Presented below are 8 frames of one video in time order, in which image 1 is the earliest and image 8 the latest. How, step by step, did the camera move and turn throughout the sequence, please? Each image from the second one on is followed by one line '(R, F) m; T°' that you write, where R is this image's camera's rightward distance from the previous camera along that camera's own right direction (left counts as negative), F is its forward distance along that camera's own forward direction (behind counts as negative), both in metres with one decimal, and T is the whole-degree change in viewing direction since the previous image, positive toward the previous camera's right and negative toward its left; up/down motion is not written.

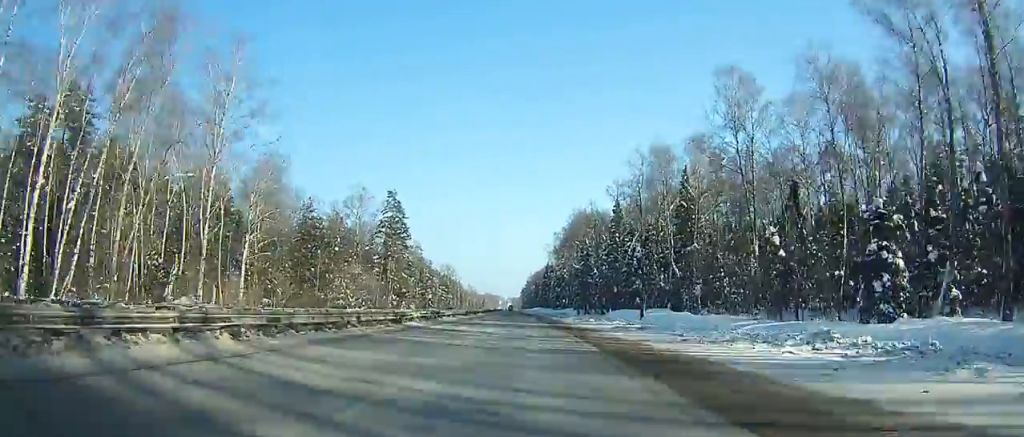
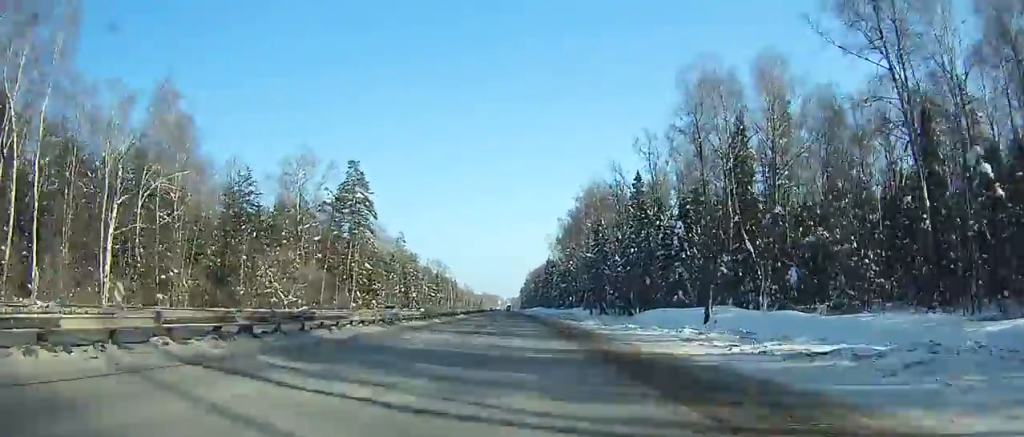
(0.0, +29.6) m; +3°
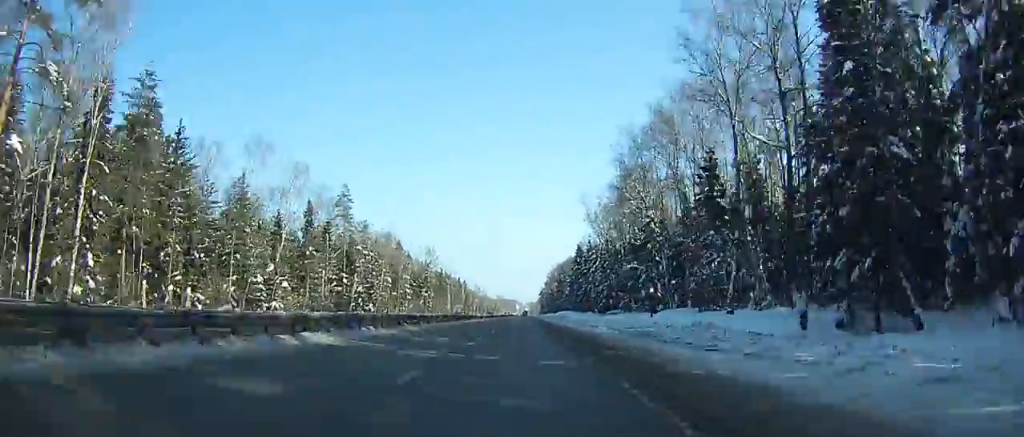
(+6.1, +76.2) m; 0°
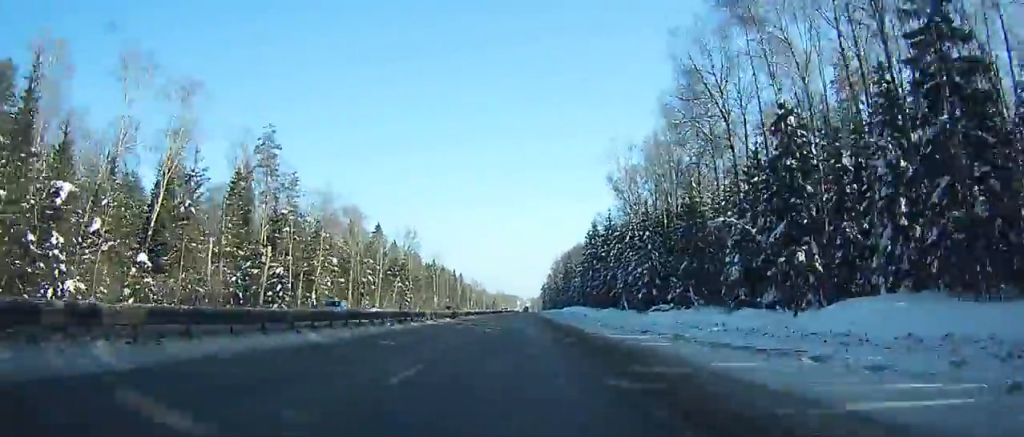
(+6.6, +35.2) m; -5°
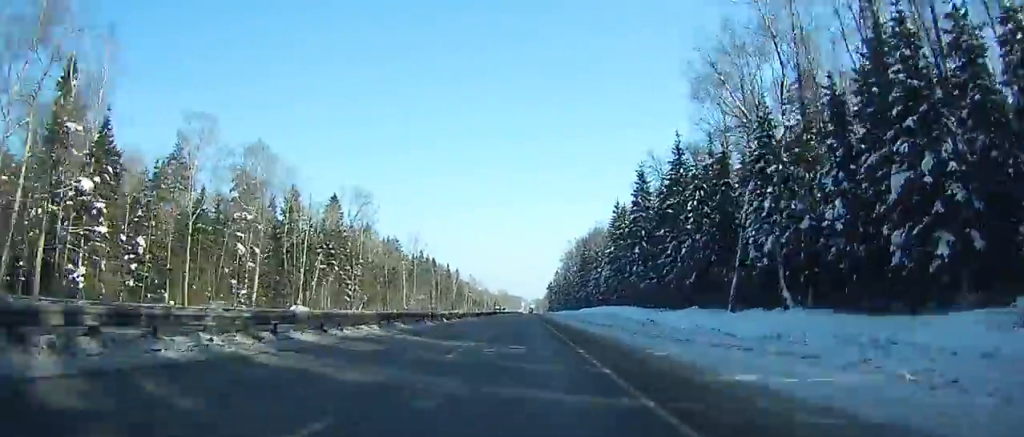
(-17.5, +54.0) m; -8°
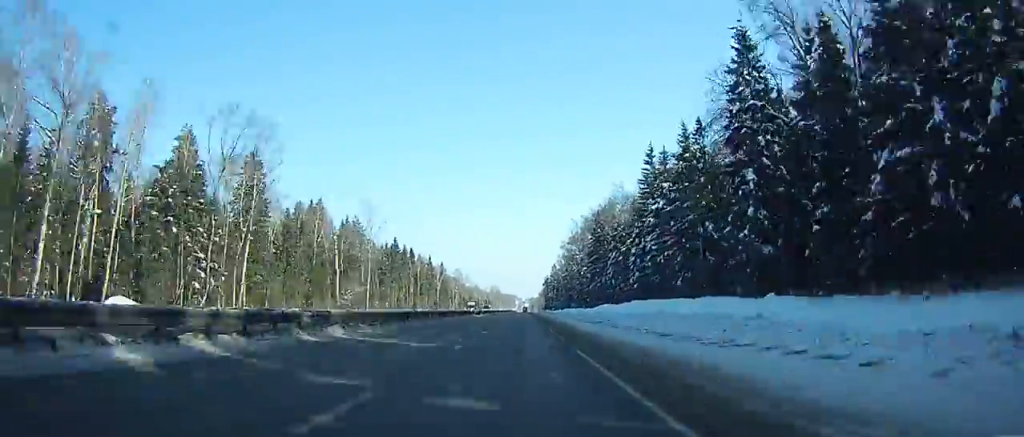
(+4.0, +46.7) m; +4°
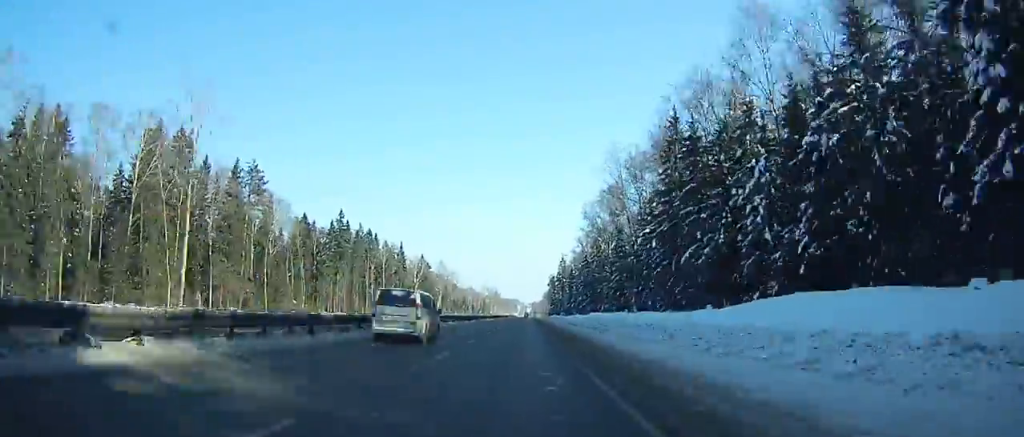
(+5.2, +76.3) m; +4°
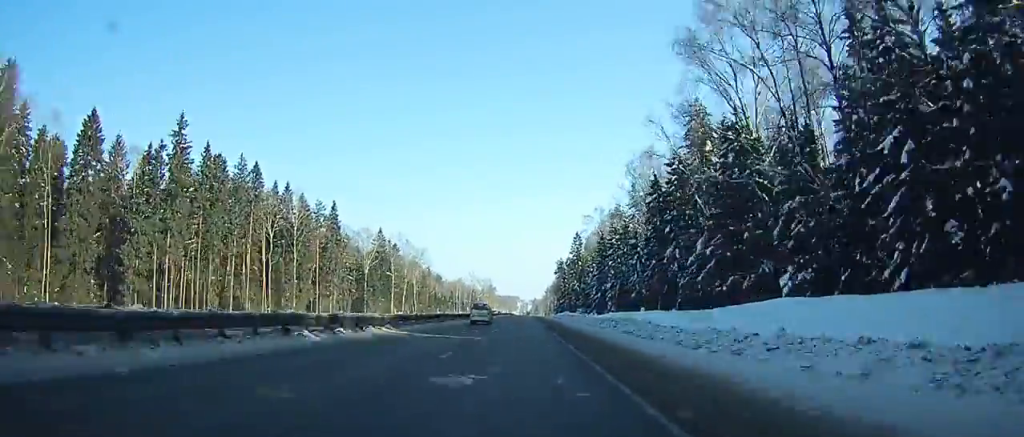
(+0.1, +87.0) m; 0°
